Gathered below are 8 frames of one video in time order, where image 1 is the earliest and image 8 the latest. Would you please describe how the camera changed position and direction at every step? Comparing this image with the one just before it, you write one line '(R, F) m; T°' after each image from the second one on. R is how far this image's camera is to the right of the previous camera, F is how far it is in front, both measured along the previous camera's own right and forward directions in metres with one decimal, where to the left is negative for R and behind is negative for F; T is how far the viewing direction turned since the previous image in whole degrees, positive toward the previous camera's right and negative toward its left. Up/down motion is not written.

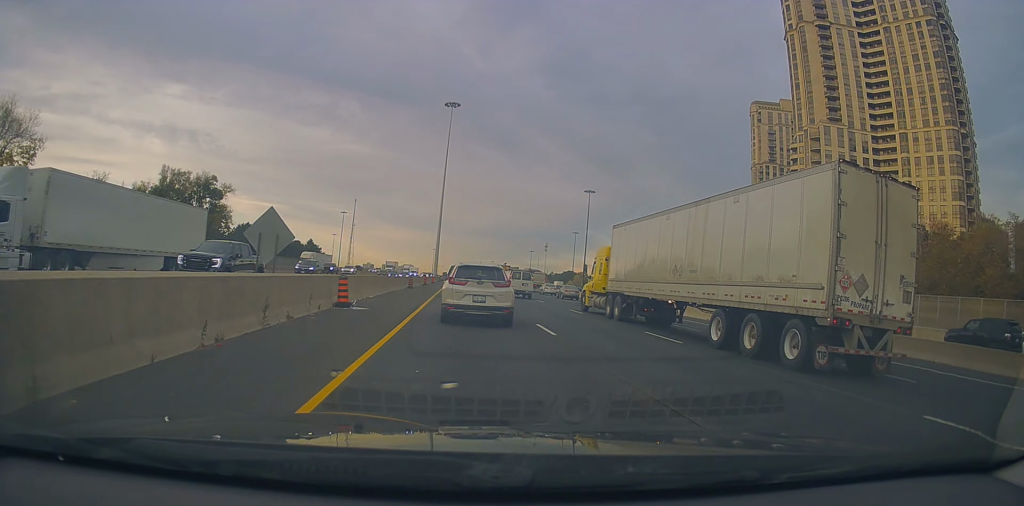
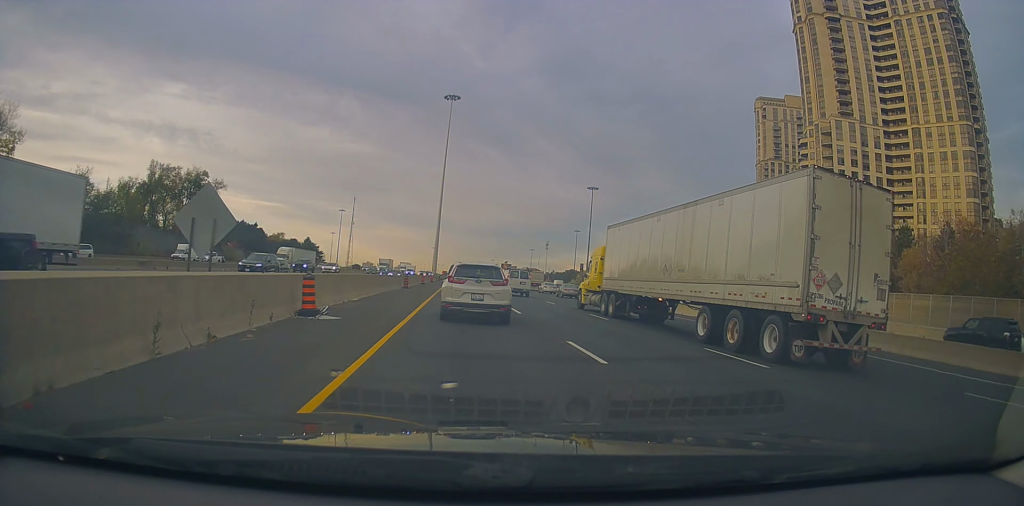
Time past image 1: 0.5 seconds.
(0.0, +4.3) m; 0°
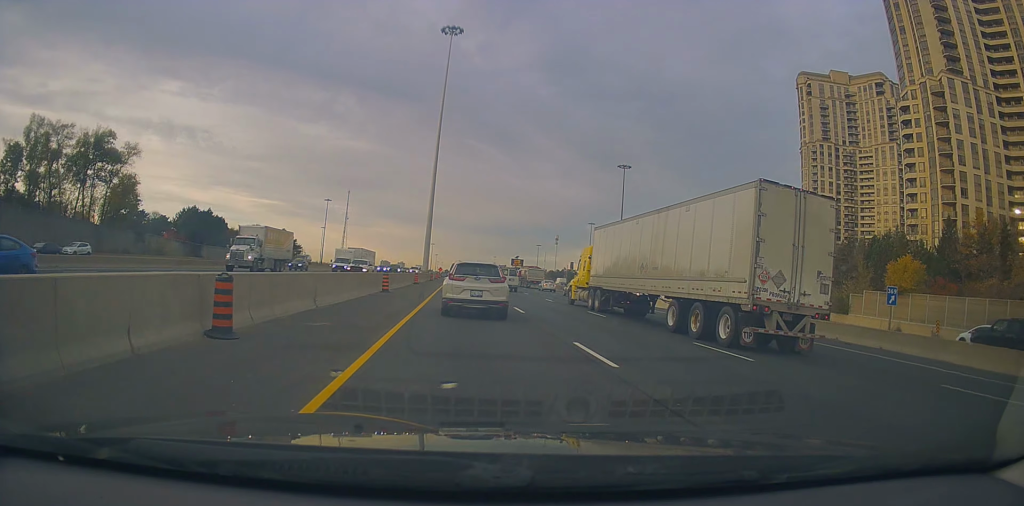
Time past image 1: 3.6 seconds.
(-1.9, +33.6) m; -5°
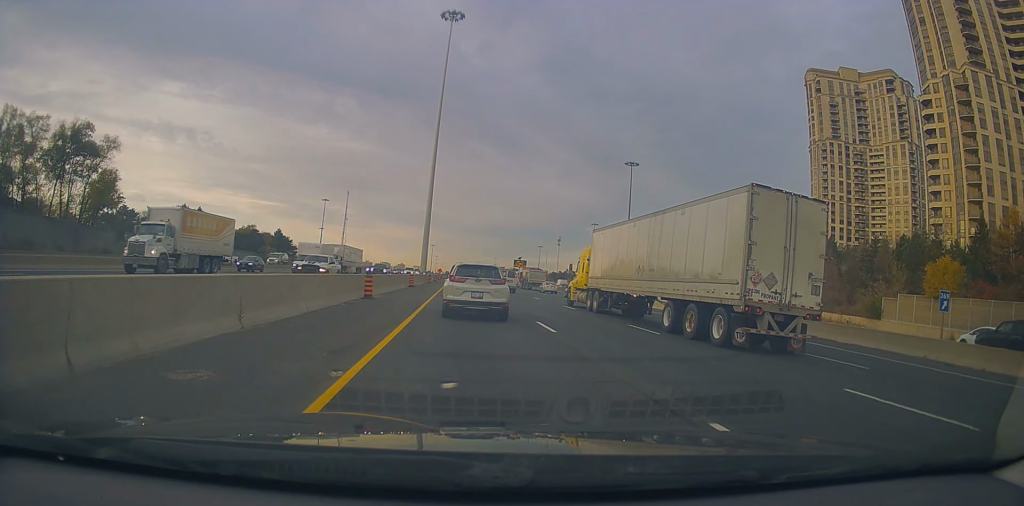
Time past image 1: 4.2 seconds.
(0.0, +6.3) m; +1°
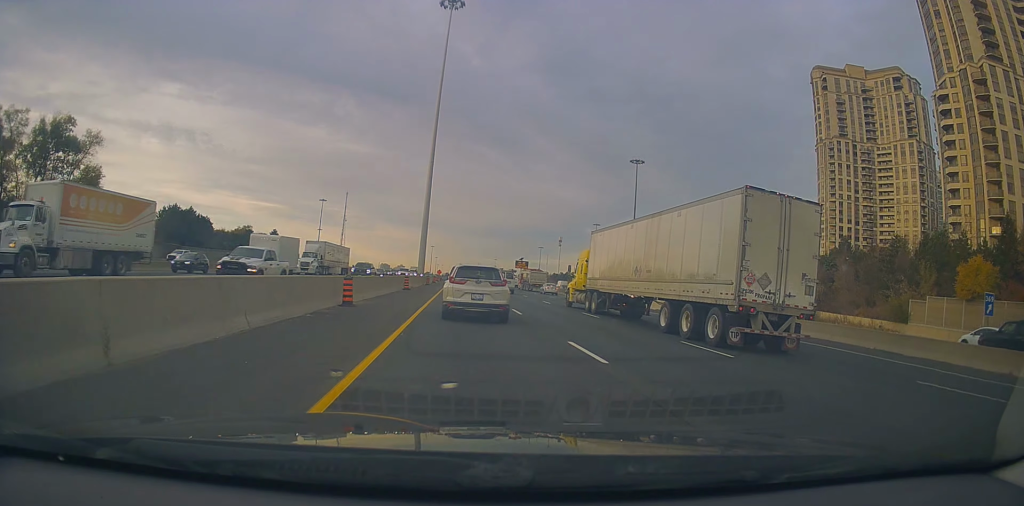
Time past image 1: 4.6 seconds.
(0.0, +5.0) m; 0°
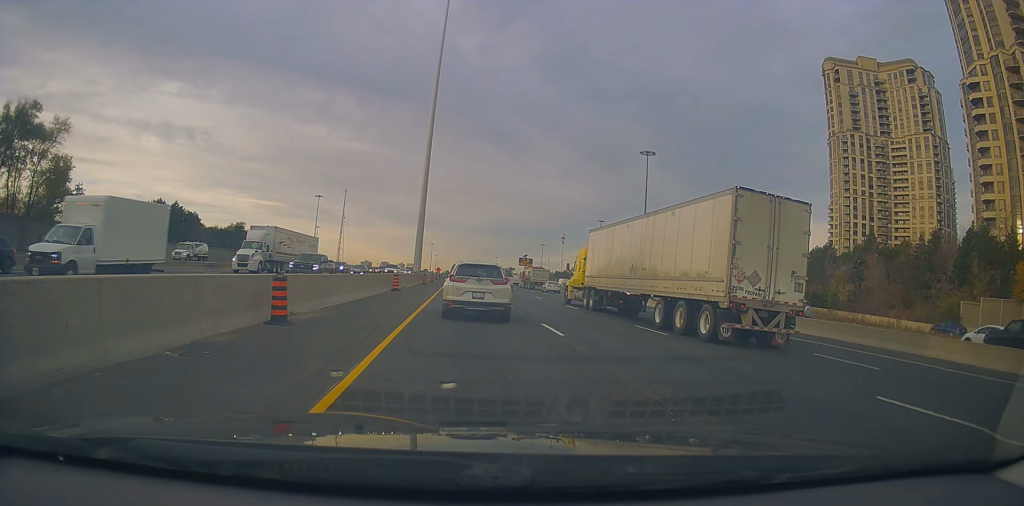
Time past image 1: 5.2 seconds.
(+0.1, +8.2) m; 0°
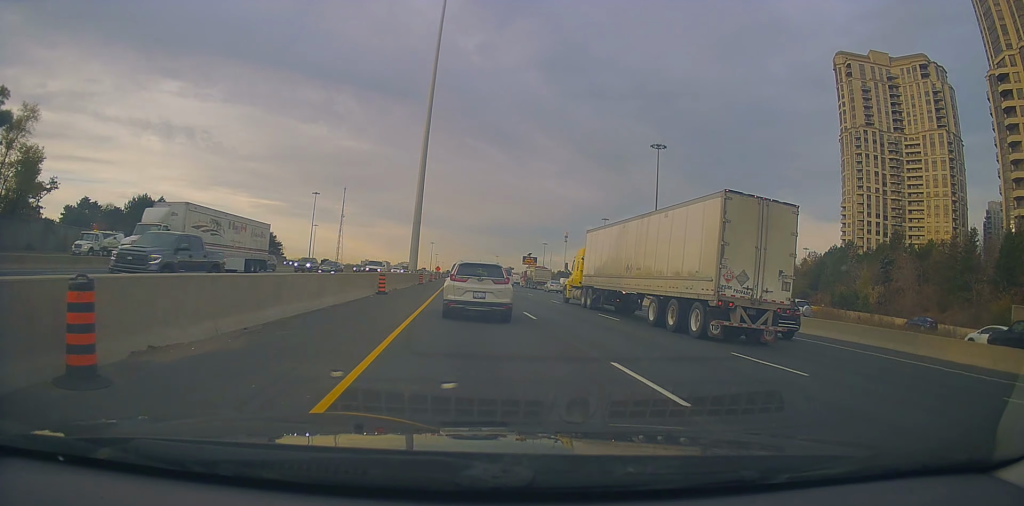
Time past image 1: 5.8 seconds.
(0.0, +7.1) m; 0°
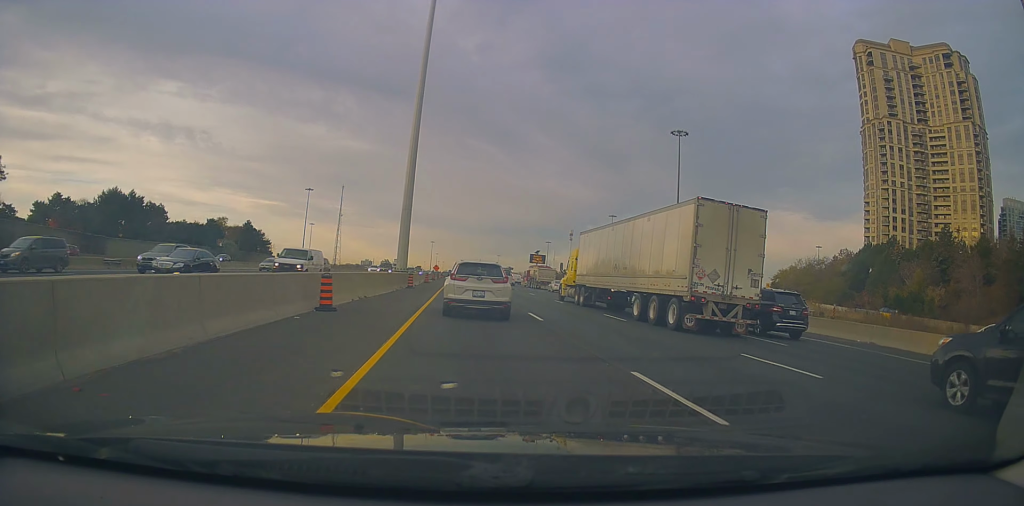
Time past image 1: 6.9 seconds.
(0.0, +13.0) m; -1°
